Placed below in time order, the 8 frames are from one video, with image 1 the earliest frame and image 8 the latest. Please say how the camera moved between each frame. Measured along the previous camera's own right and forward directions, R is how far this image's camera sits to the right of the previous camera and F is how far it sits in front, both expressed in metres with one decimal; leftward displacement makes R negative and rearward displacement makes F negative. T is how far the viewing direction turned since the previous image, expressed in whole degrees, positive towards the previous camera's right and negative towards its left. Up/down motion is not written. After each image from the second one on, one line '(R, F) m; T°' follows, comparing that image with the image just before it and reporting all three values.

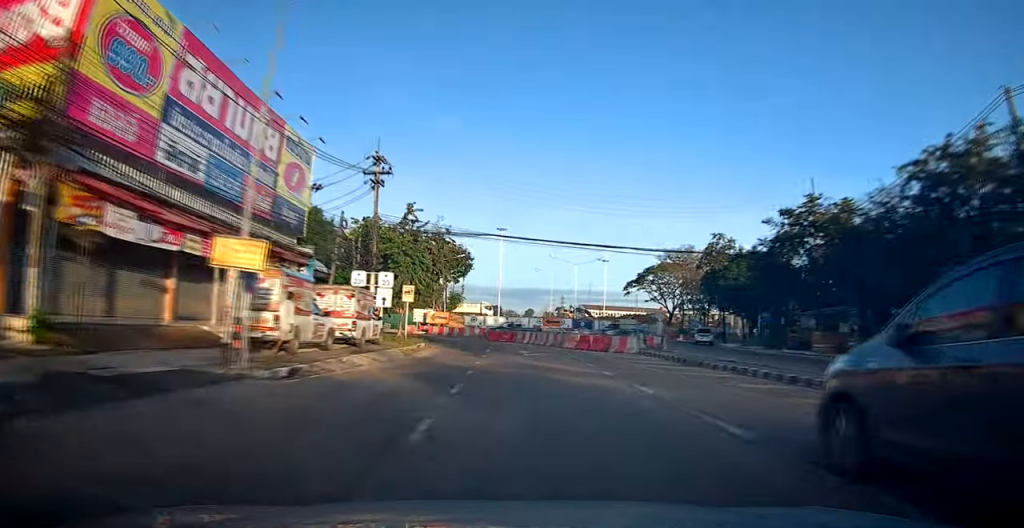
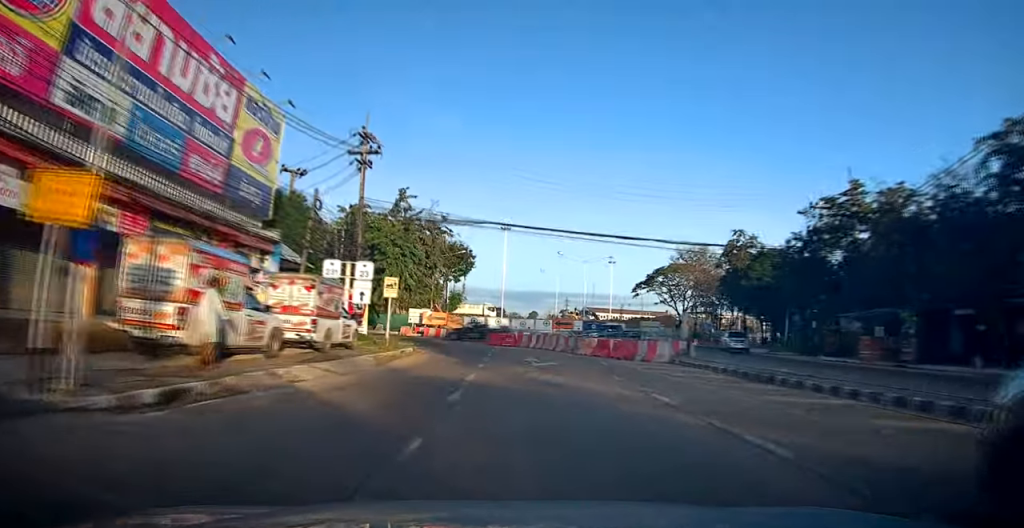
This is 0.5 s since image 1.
(0.0, +4.7) m; 0°
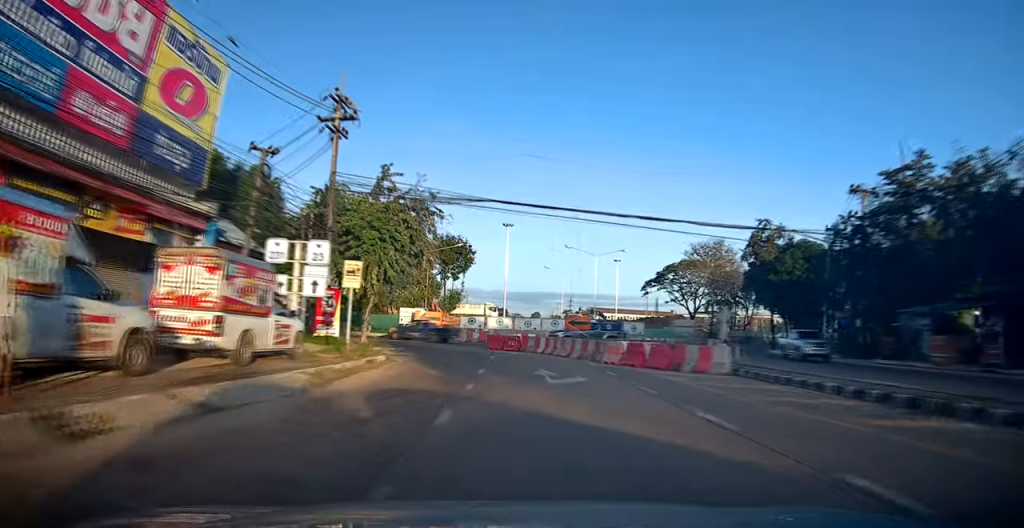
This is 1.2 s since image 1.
(0.0, +5.7) m; 0°
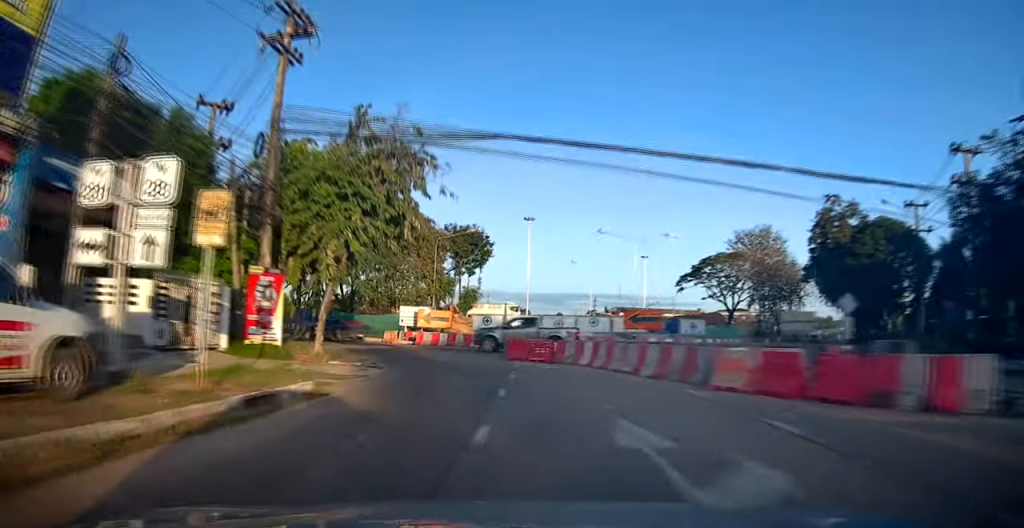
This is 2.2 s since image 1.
(0.0, +9.1) m; -4°
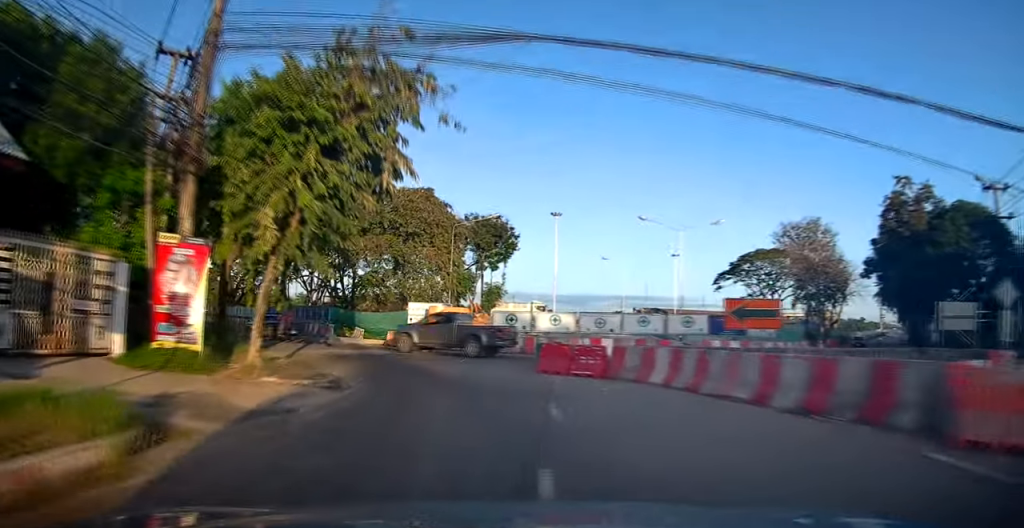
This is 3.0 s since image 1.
(-0.3, +6.2) m; -5°
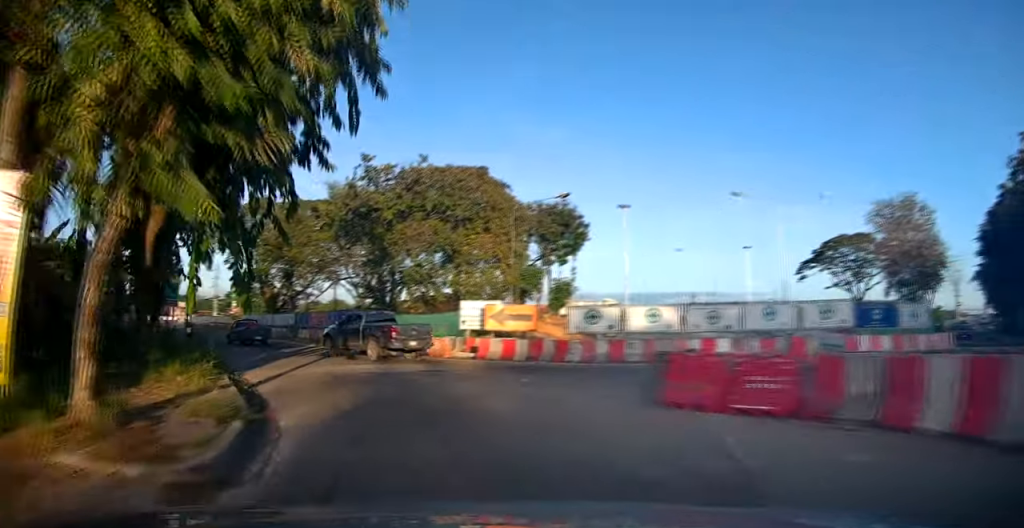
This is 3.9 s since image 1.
(-0.5, +7.1) m; -6°
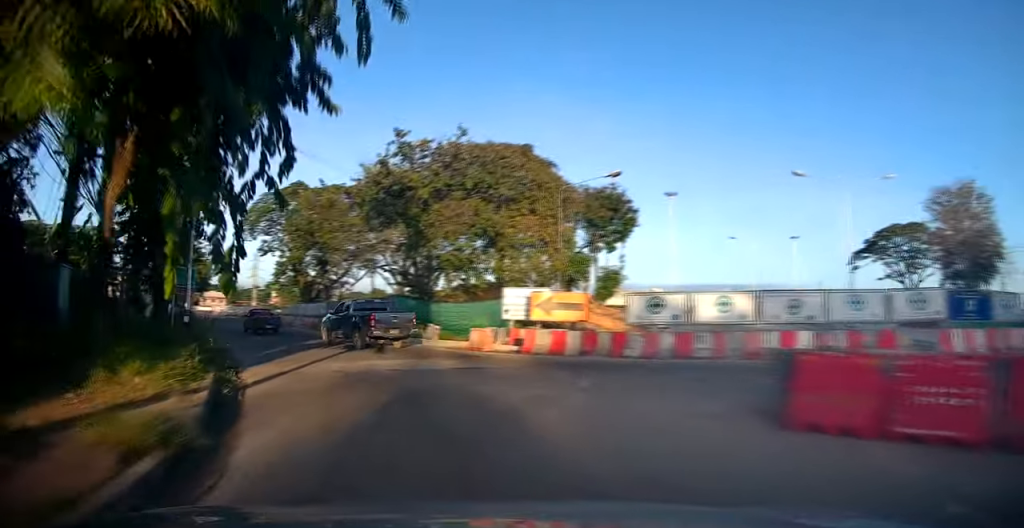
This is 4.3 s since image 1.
(-0.1, +2.8) m; -2°
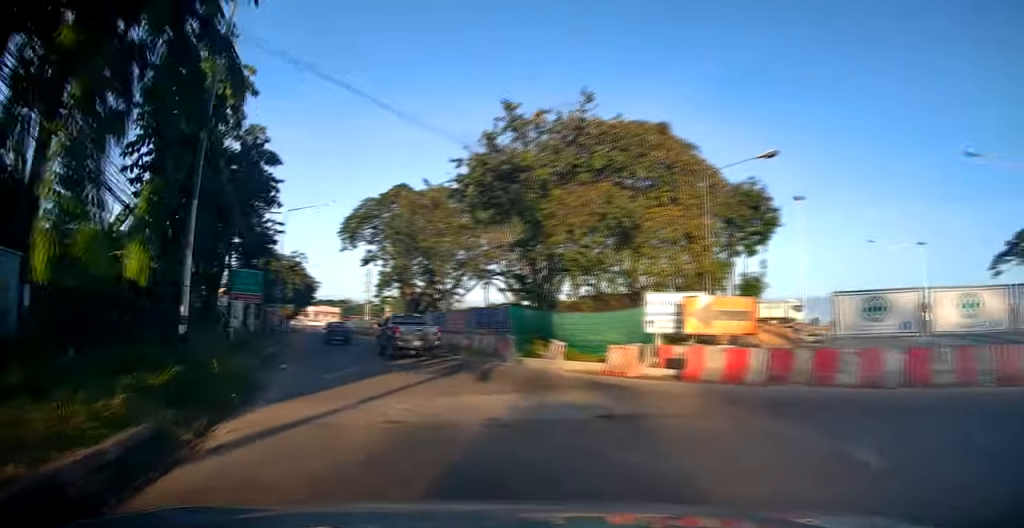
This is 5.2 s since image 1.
(-0.1, +5.8) m; -8°
